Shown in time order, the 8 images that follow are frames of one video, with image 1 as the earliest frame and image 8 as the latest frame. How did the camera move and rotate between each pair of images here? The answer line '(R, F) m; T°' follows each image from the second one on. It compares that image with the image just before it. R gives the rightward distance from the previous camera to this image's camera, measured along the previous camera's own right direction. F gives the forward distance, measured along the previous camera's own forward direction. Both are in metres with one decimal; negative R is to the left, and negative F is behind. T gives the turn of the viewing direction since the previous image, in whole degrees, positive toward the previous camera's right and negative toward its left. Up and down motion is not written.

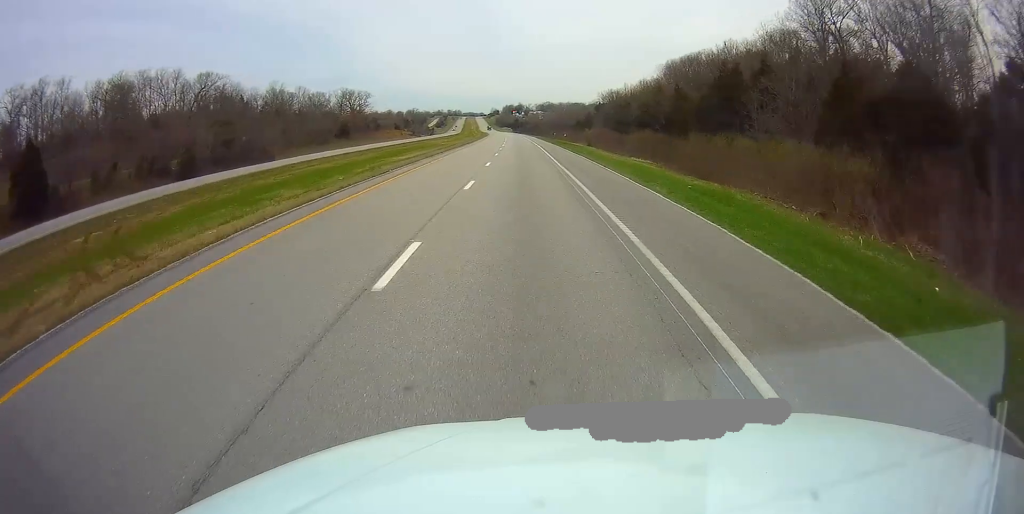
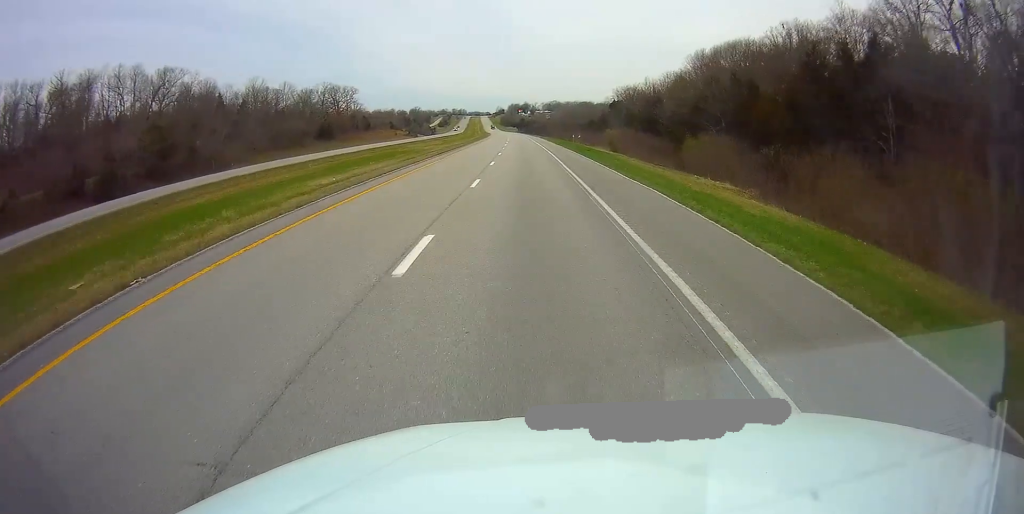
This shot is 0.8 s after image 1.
(-0.2, +23.8) m; 0°
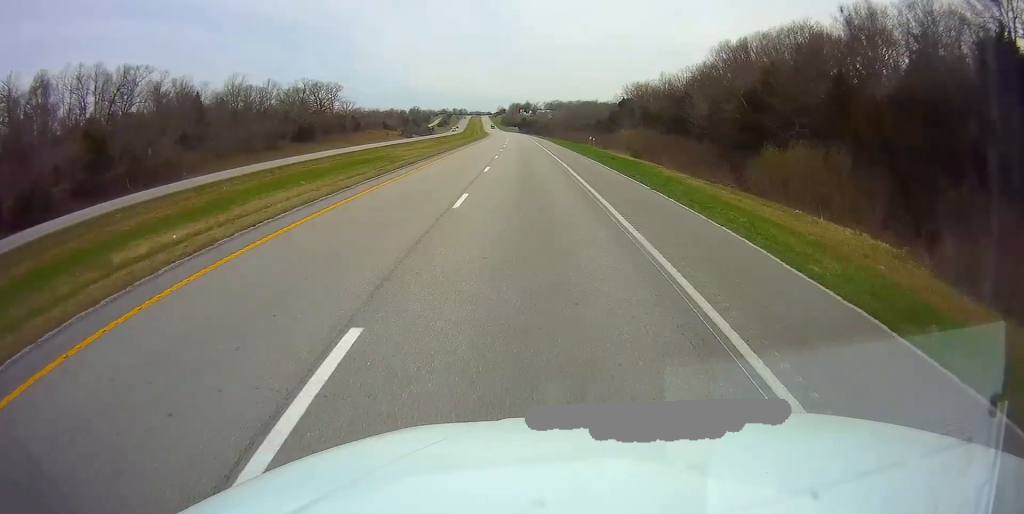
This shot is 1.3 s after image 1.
(0.0, +17.6) m; 0°
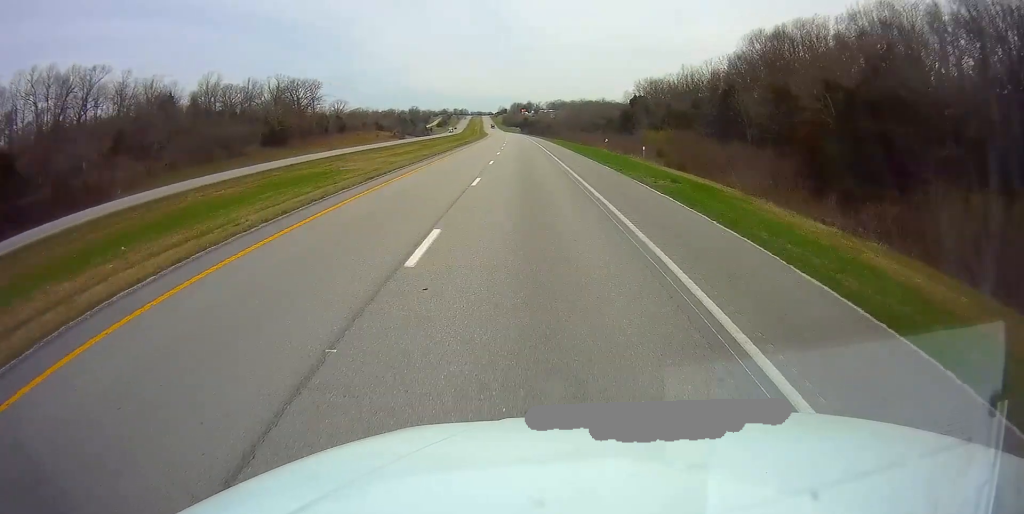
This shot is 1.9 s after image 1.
(-0.1, +18.6) m; 0°
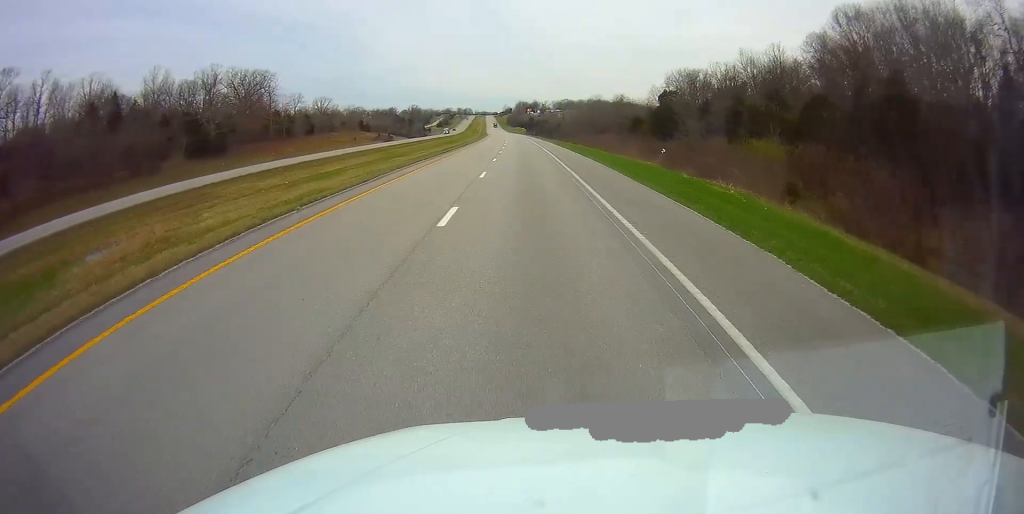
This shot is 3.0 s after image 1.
(-0.1, +33.0) m; 0°
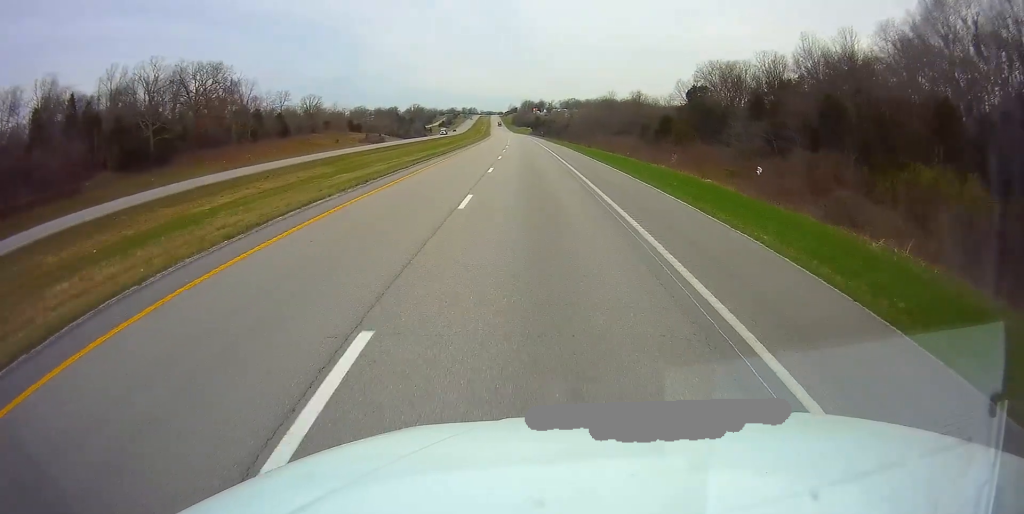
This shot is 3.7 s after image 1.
(0.0, +21.7) m; 0°
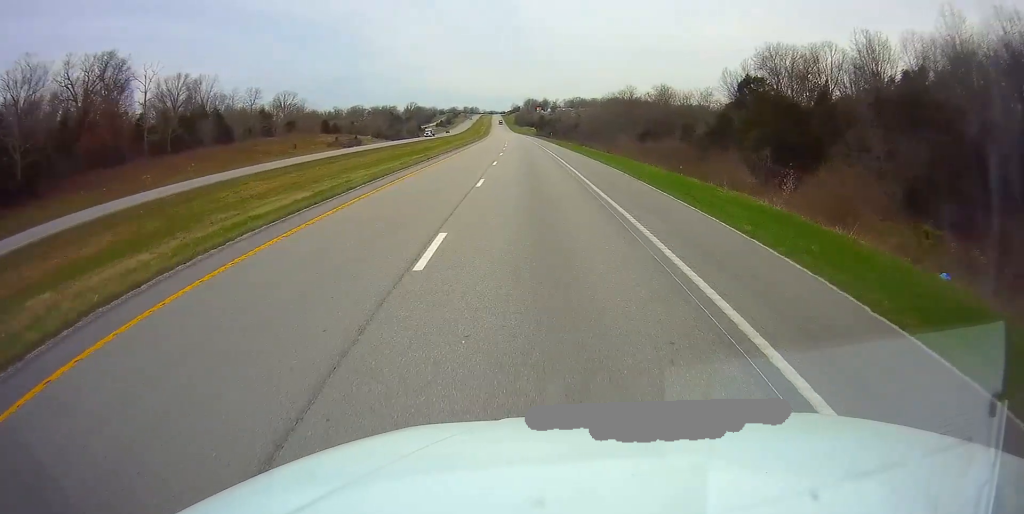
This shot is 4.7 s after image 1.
(-0.2, +31.1) m; -1°
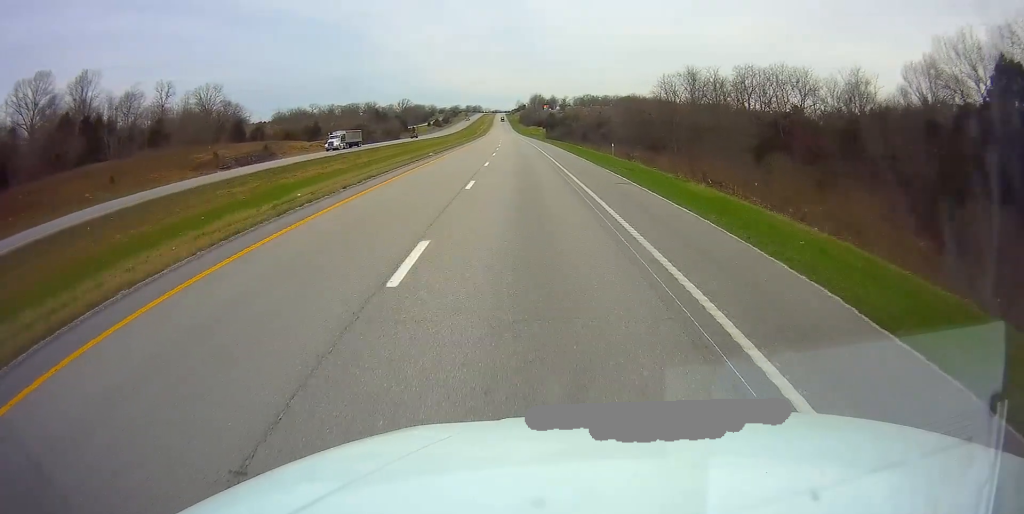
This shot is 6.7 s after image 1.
(-0.1, +62.0) m; -1°
